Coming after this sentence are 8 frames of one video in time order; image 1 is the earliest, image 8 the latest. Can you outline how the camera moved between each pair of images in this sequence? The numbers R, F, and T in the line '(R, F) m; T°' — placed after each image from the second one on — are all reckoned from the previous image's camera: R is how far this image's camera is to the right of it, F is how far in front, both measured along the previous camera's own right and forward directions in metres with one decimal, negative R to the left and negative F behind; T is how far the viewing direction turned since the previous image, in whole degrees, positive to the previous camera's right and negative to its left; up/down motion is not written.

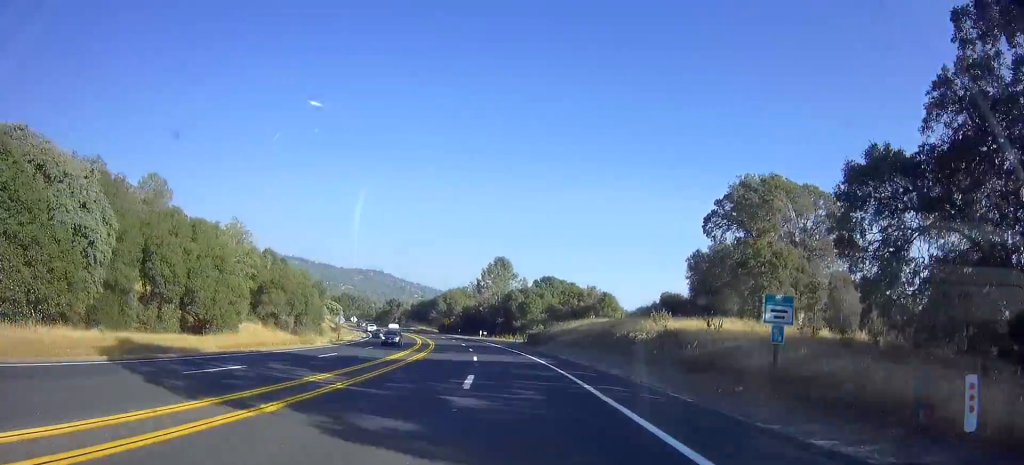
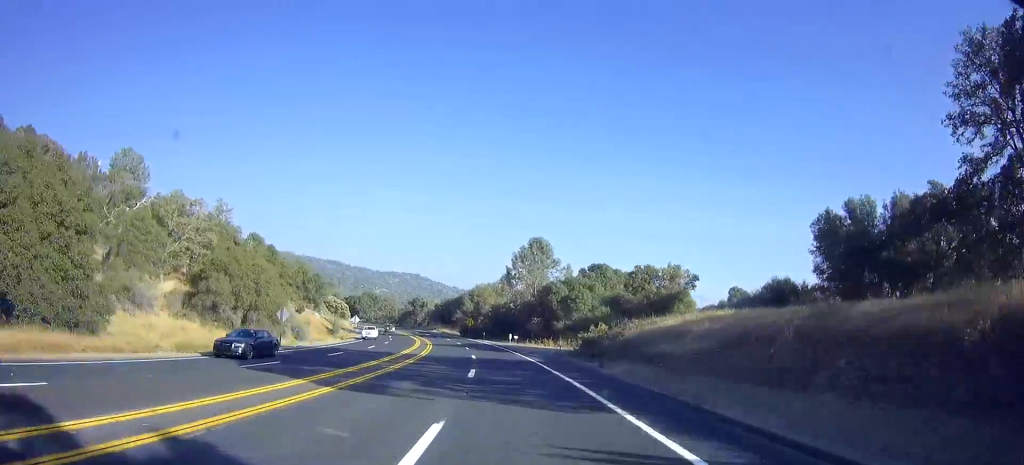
(-0.4, +25.2) m; -5°
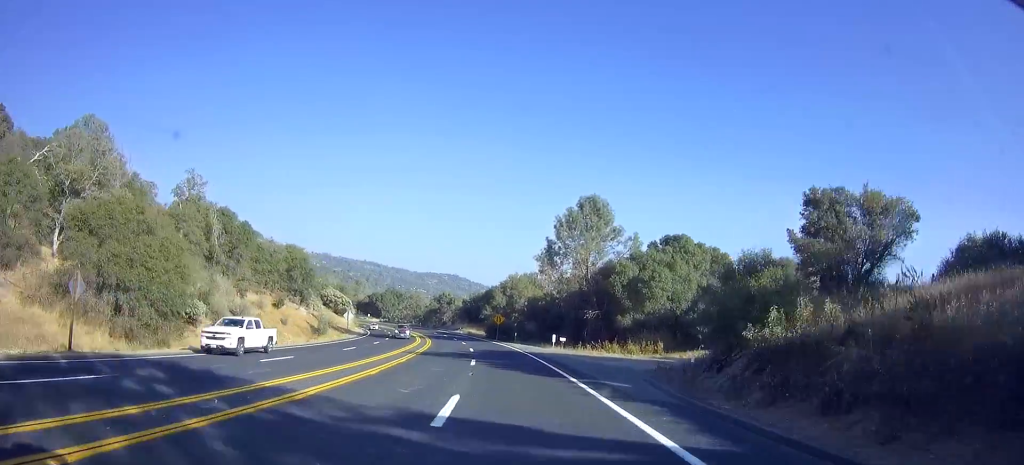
(-1.7, +25.2) m; -5°
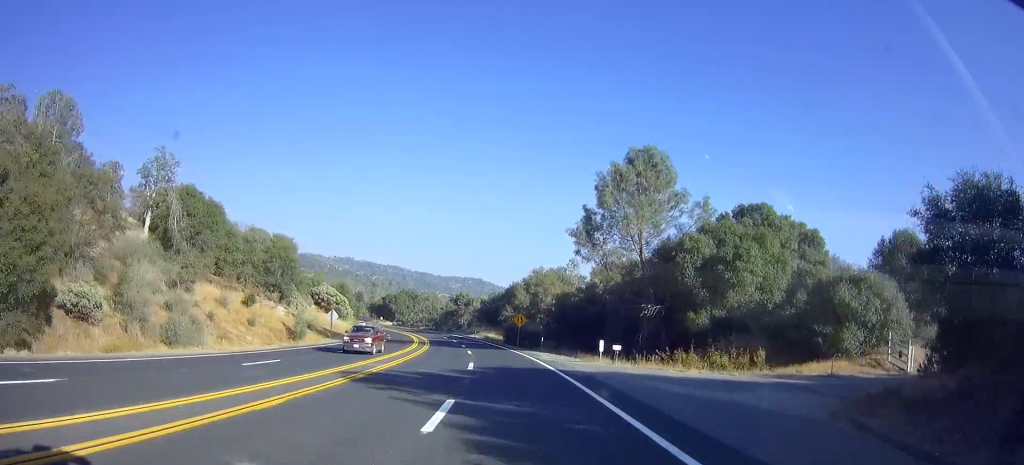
(0.0, +16.3) m; -2°
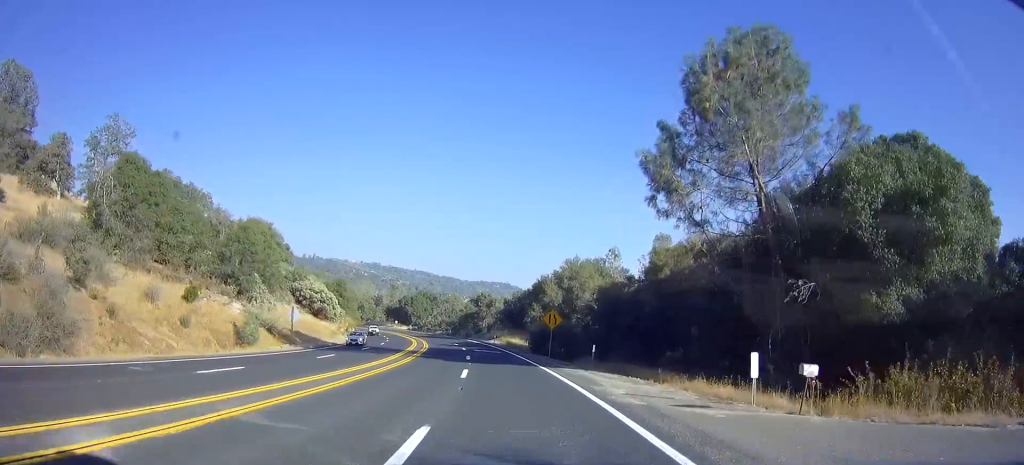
(-0.5, +18.1) m; -3°
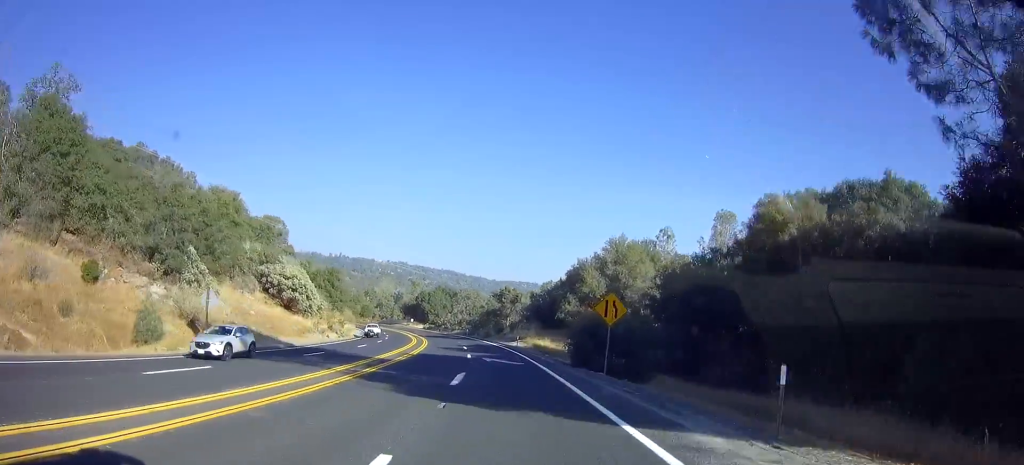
(-0.4, +17.2) m; -4°
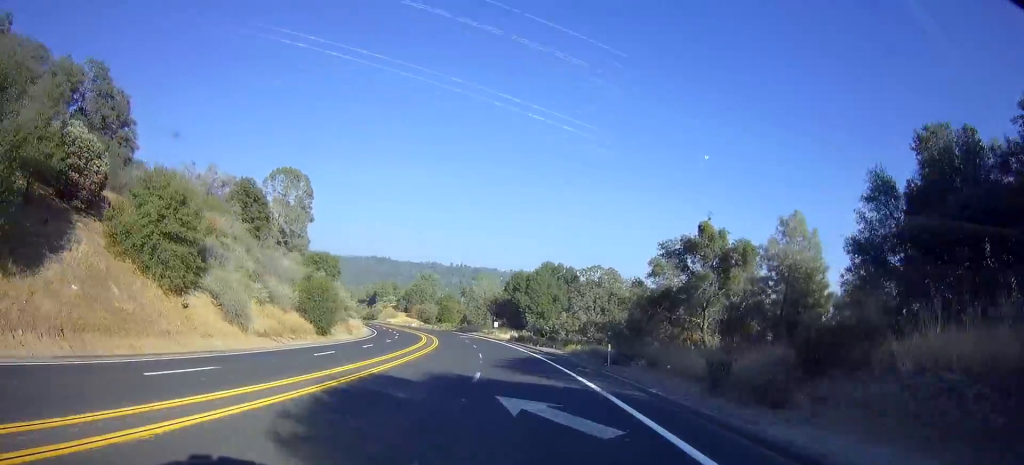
(-7.8, +72.8) m; -13°
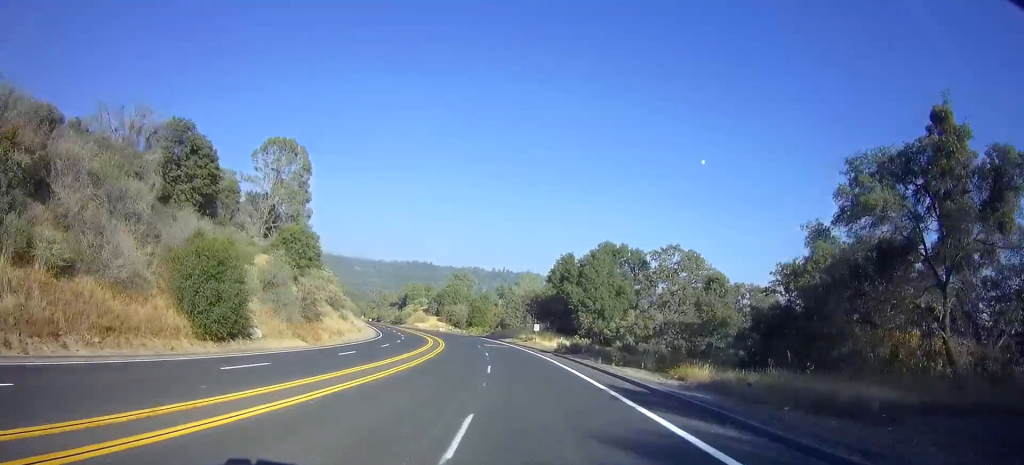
(-1.0, +25.3) m; -4°
